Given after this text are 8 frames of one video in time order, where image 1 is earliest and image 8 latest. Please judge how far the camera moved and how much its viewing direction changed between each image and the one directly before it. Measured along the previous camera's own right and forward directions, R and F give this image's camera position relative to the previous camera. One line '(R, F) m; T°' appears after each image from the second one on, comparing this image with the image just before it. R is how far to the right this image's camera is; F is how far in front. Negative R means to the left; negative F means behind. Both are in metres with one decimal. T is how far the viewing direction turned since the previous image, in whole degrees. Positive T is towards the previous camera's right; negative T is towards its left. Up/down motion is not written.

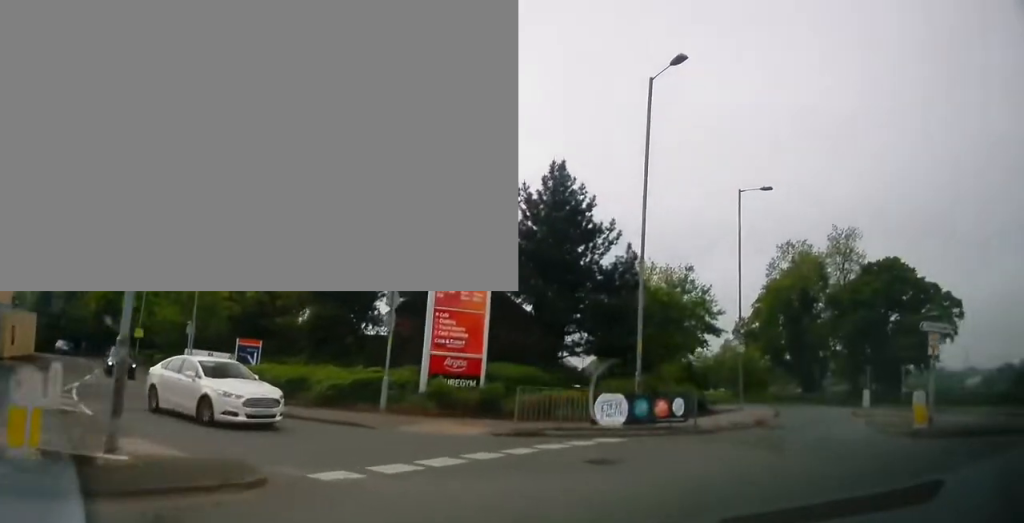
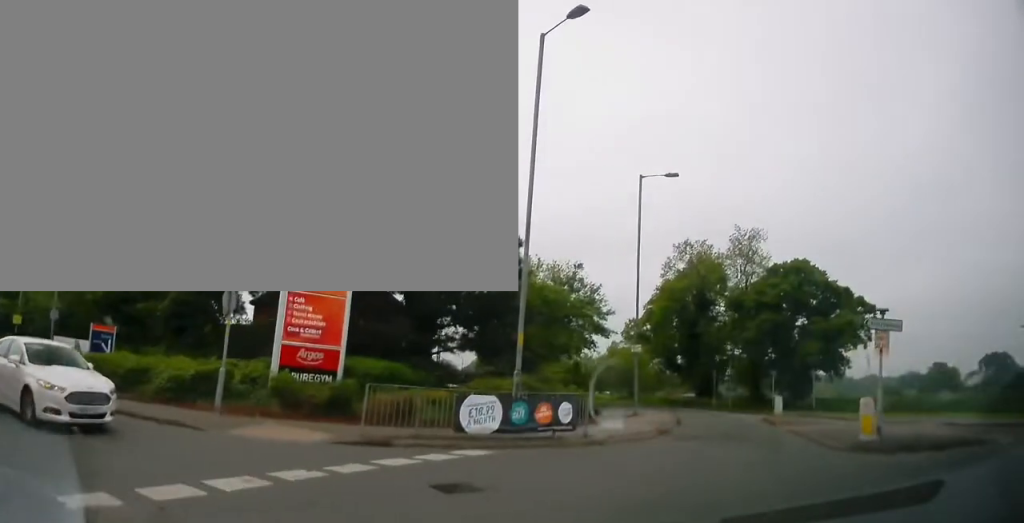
(+0.3, +2.7) m; +9°
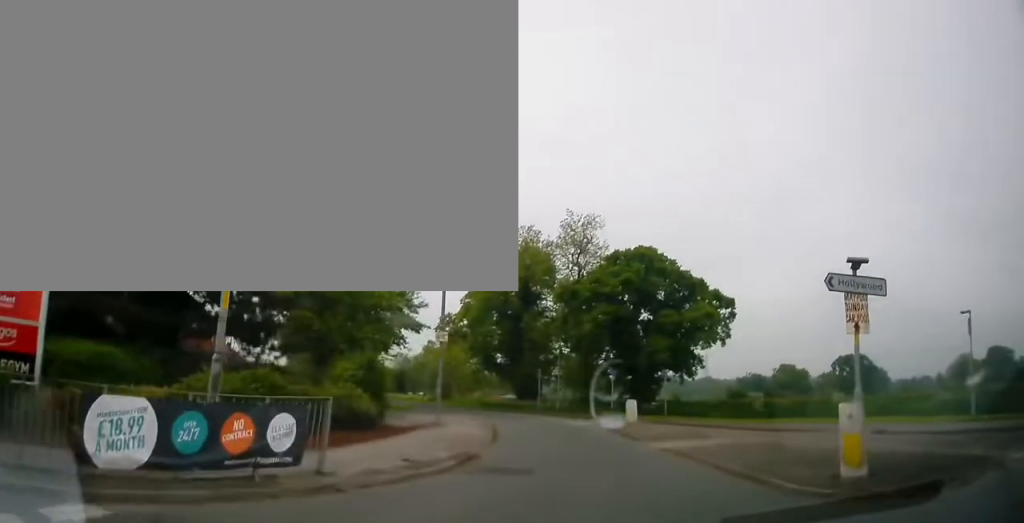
(+0.8, +6.0) m; +11°
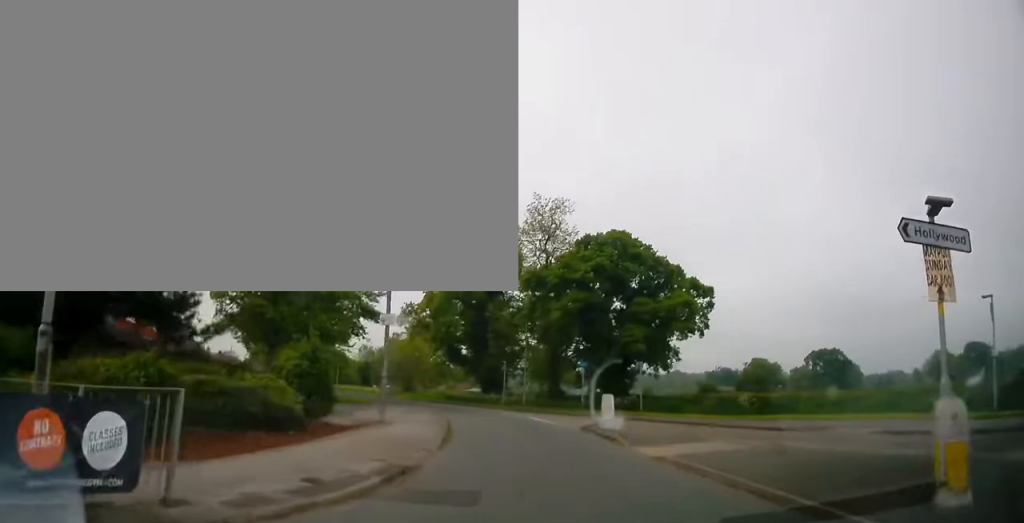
(+0.1, +2.7) m; +3°
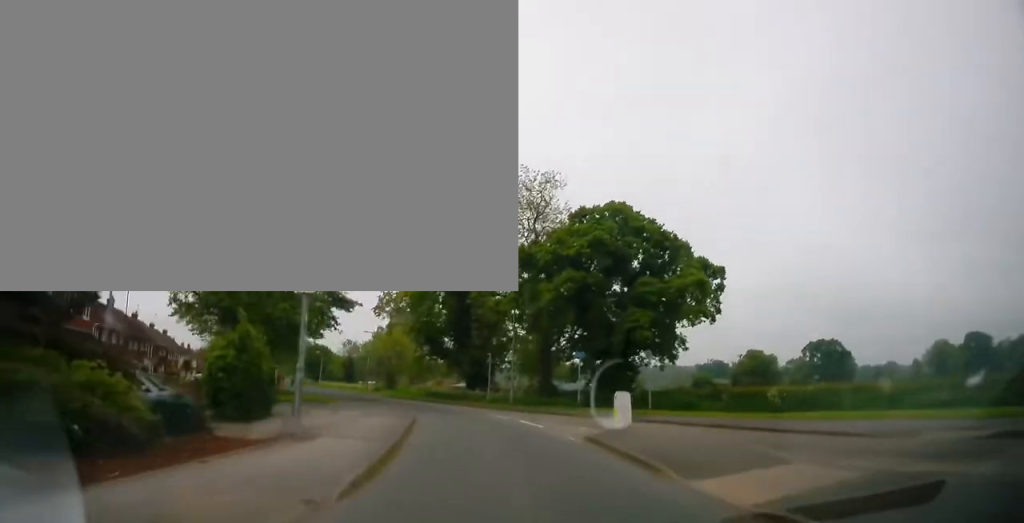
(+0.2, +5.1) m; +3°
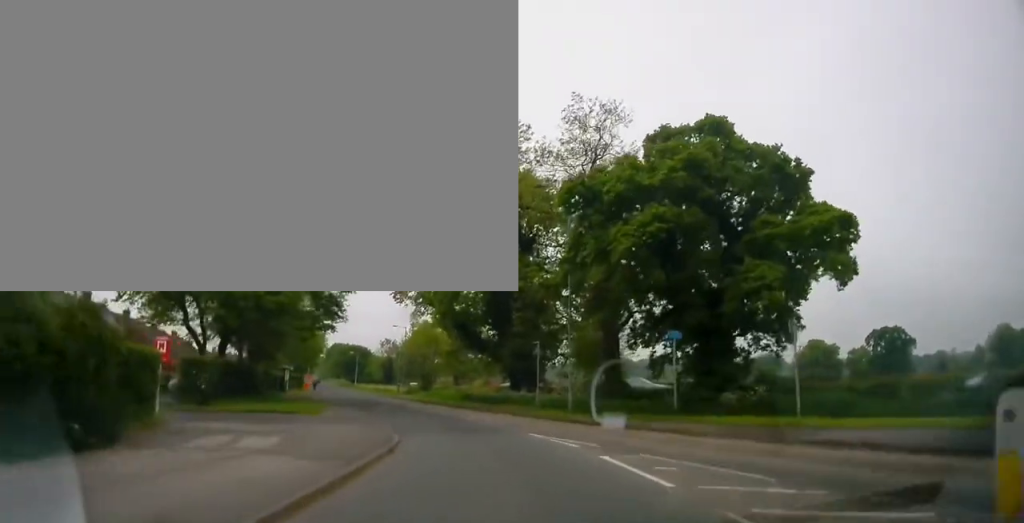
(+0.3, +11.1) m; -4°
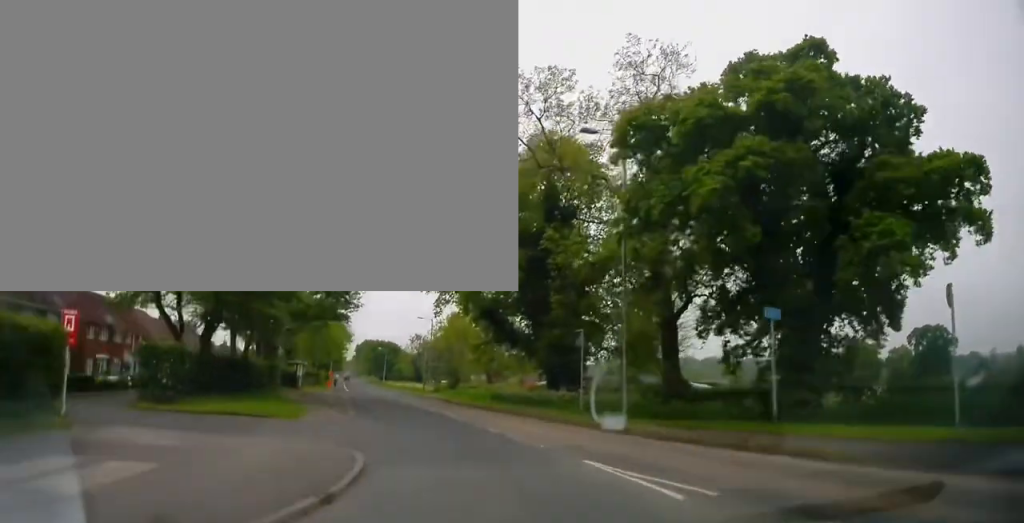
(-0.5, +5.7) m; -4°
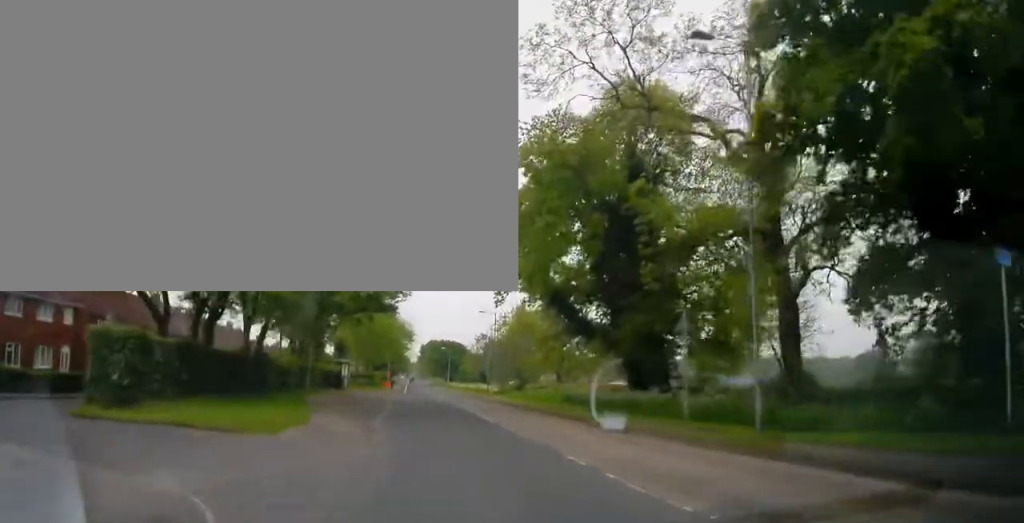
(-0.2, +6.3) m; -5°
